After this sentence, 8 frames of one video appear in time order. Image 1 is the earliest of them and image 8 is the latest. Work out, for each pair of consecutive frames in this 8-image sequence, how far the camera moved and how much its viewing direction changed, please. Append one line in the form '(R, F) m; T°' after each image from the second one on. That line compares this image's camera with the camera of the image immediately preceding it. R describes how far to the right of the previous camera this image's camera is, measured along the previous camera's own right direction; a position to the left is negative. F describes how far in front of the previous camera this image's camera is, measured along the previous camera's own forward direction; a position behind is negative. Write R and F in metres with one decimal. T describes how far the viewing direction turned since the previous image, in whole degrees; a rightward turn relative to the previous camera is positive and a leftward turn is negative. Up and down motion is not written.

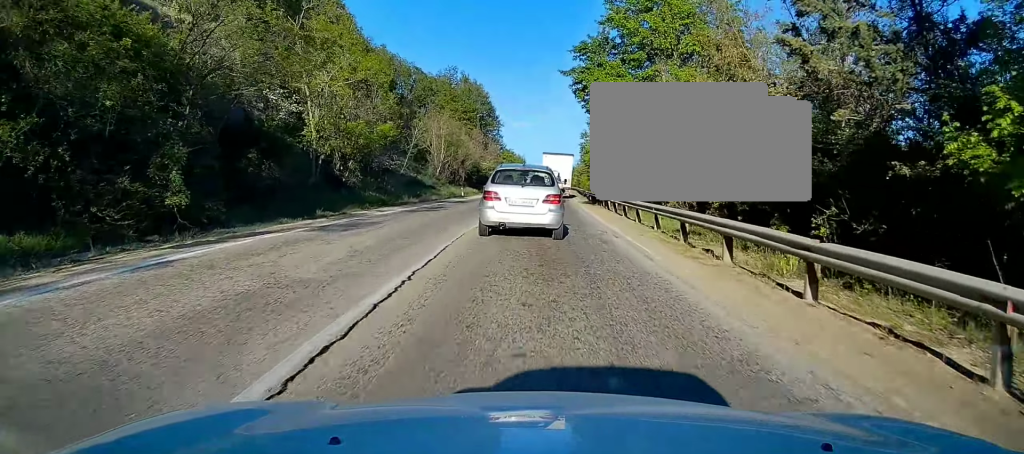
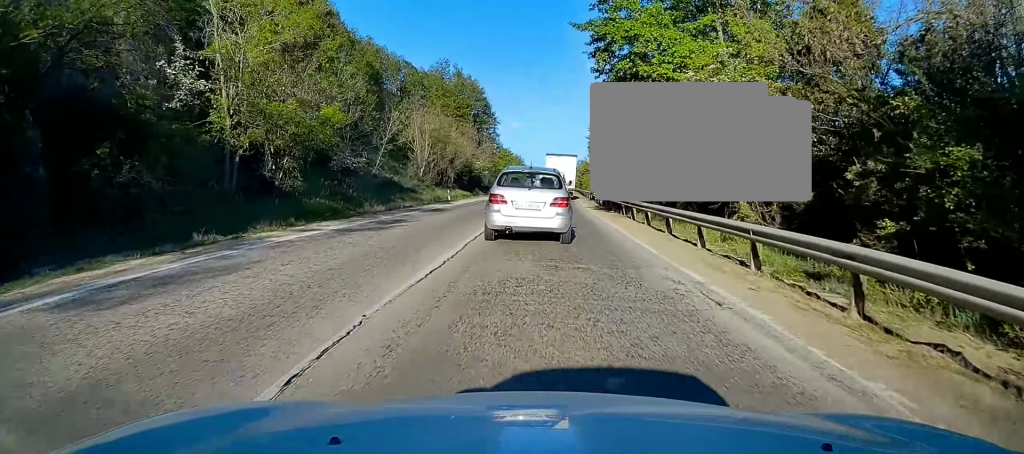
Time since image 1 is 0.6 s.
(+0.2, +8.7) m; +1°
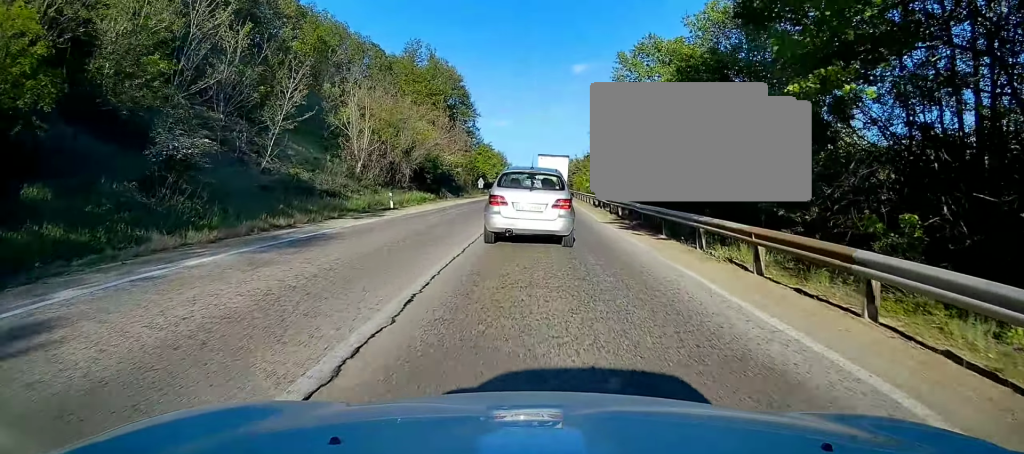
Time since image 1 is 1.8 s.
(+0.1, +15.6) m; +2°
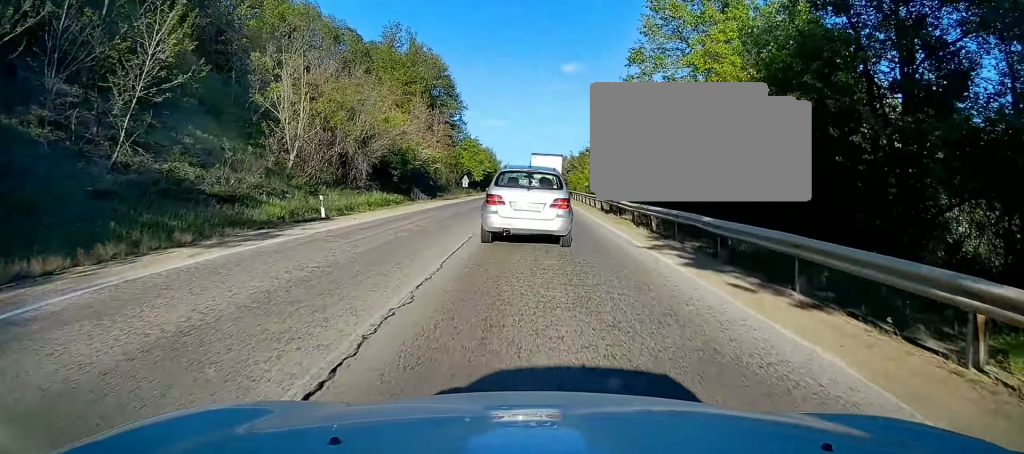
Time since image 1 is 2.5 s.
(+0.3, +9.7) m; +1°
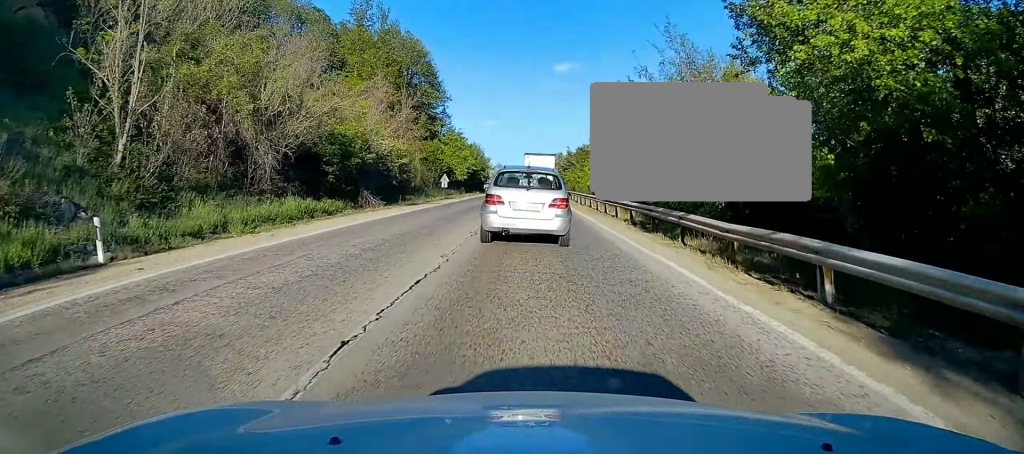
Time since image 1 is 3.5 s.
(0.0, +12.3) m; 0°
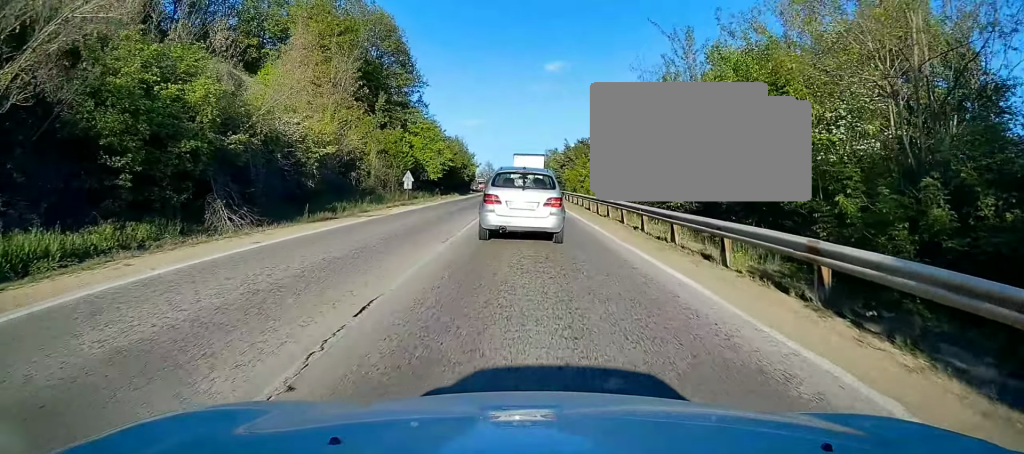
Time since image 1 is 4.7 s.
(+0.1, +15.6) m; 0°
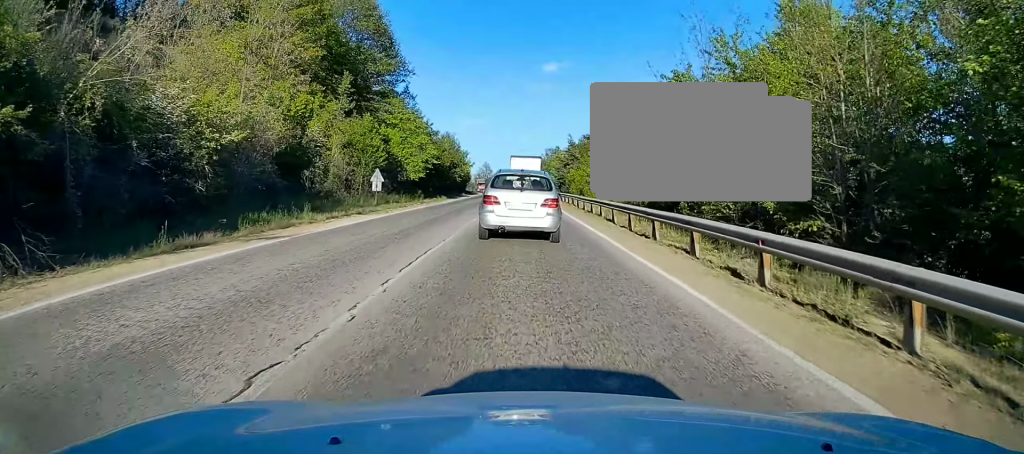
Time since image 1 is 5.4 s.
(0.0, +9.9) m; -2°
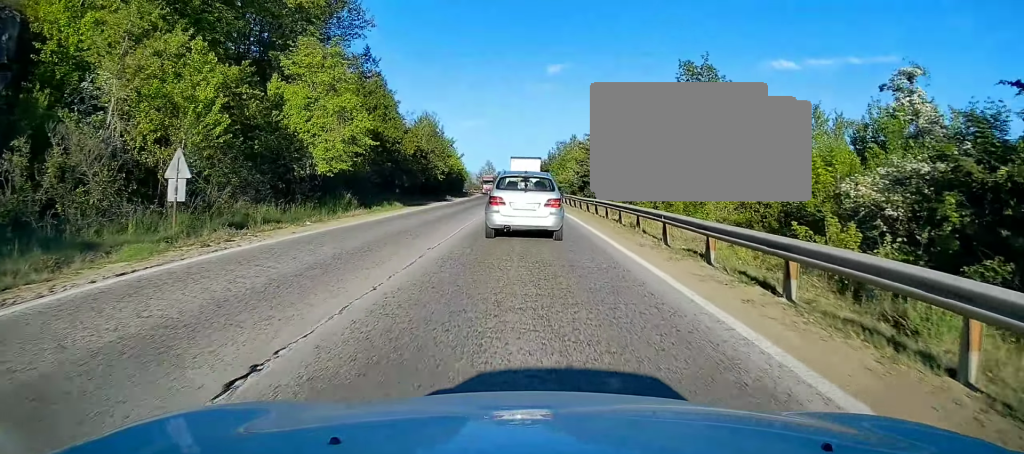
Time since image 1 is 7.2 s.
(+0.2, +23.7) m; +2°
